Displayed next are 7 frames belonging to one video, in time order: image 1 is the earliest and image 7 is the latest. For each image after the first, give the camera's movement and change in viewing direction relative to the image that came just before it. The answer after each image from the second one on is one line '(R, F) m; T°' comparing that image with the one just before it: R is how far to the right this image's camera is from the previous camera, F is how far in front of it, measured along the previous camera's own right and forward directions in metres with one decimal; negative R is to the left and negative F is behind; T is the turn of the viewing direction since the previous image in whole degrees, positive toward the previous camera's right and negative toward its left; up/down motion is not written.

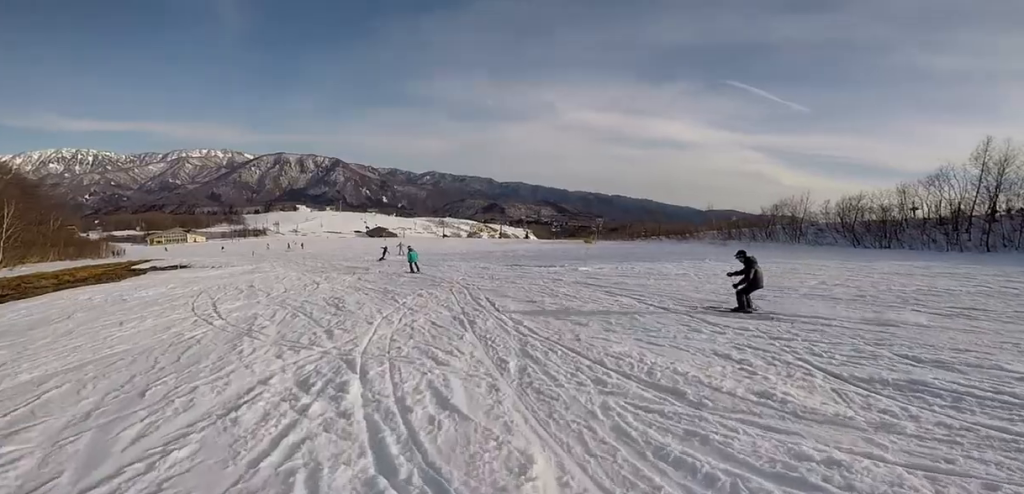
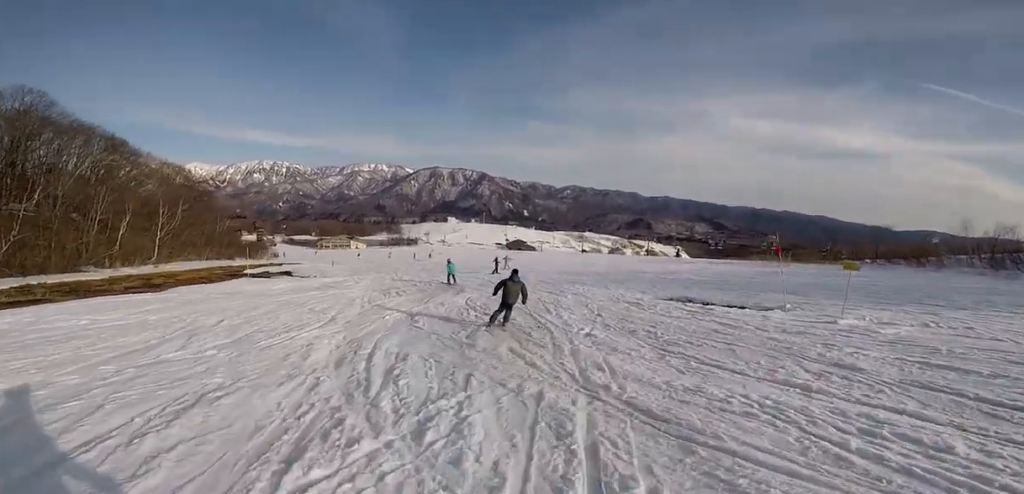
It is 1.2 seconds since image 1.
(-0.1, +8.9) m; -12°
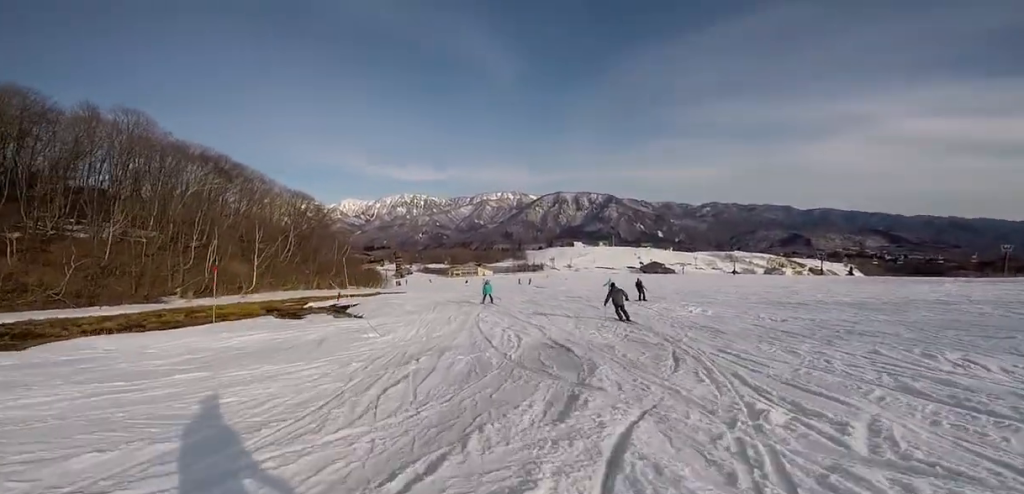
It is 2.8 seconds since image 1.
(-3.4, +11.8) m; -22°
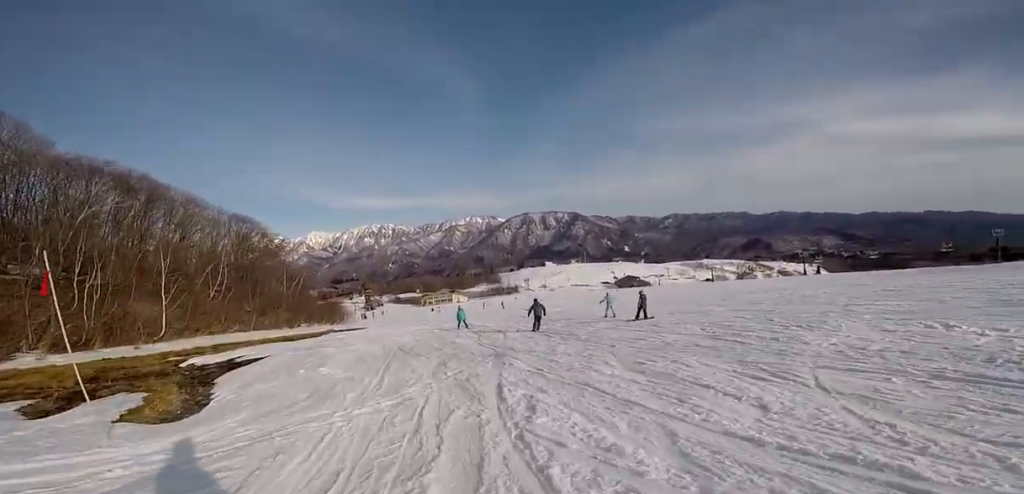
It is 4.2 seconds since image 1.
(+1.4, +11.3) m; +9°
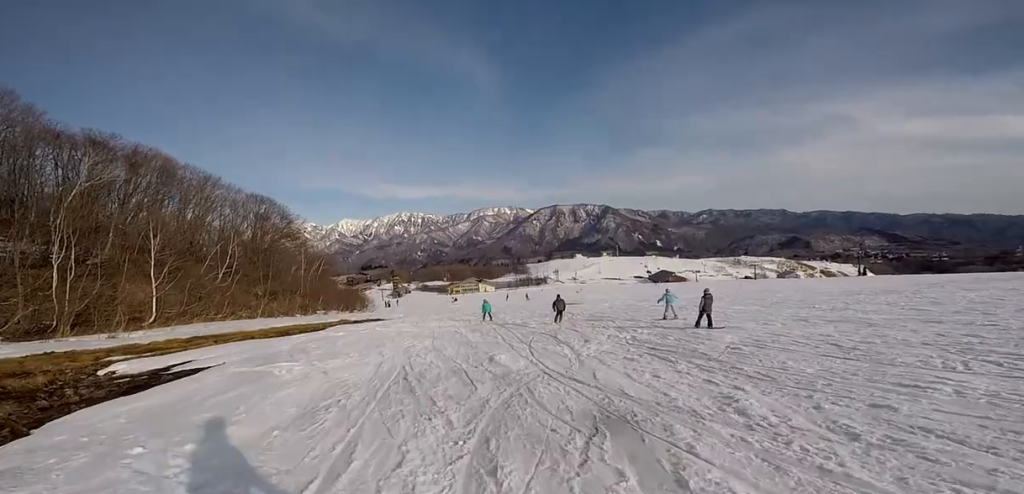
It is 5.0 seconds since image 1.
(+0.1, +6.4) m; -4°
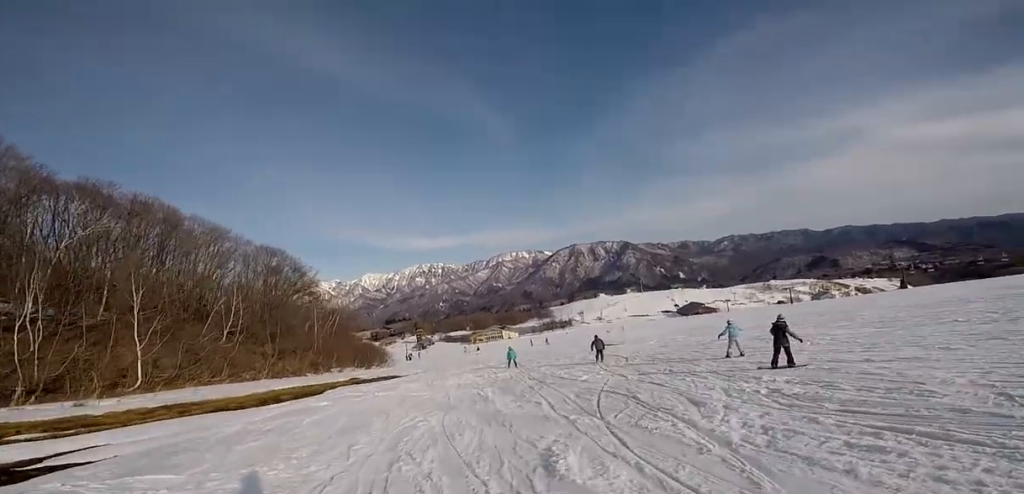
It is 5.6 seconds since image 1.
(-0.6, +5.1) m; -7°
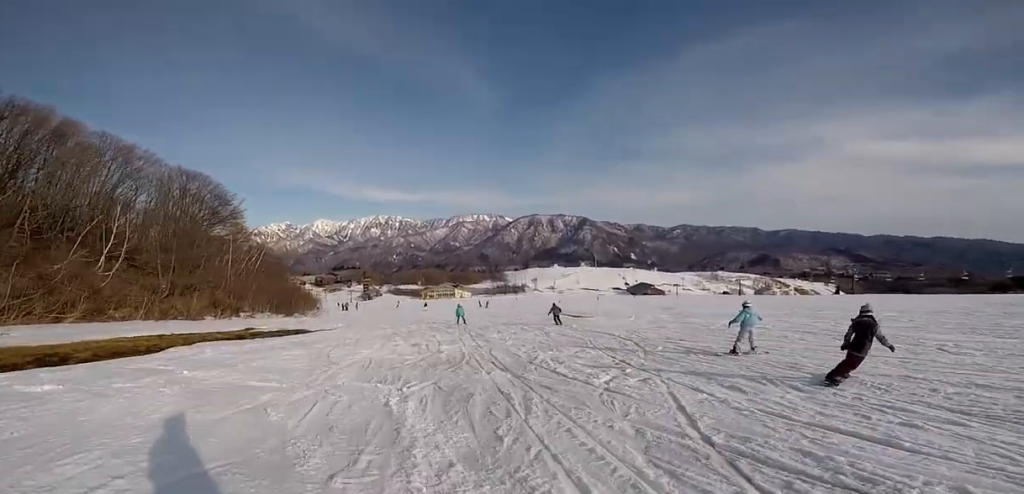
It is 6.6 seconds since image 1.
(-0.1, +7.9) m; -1°
